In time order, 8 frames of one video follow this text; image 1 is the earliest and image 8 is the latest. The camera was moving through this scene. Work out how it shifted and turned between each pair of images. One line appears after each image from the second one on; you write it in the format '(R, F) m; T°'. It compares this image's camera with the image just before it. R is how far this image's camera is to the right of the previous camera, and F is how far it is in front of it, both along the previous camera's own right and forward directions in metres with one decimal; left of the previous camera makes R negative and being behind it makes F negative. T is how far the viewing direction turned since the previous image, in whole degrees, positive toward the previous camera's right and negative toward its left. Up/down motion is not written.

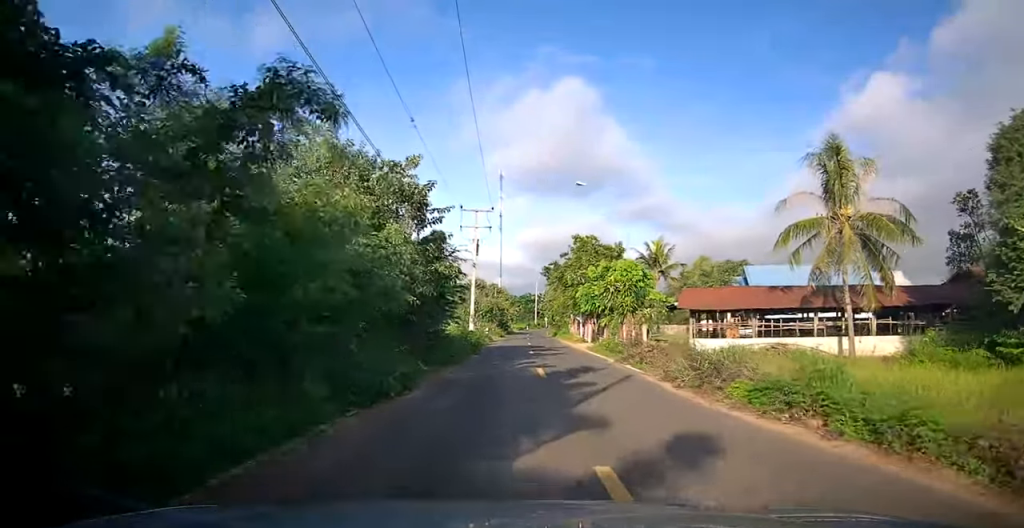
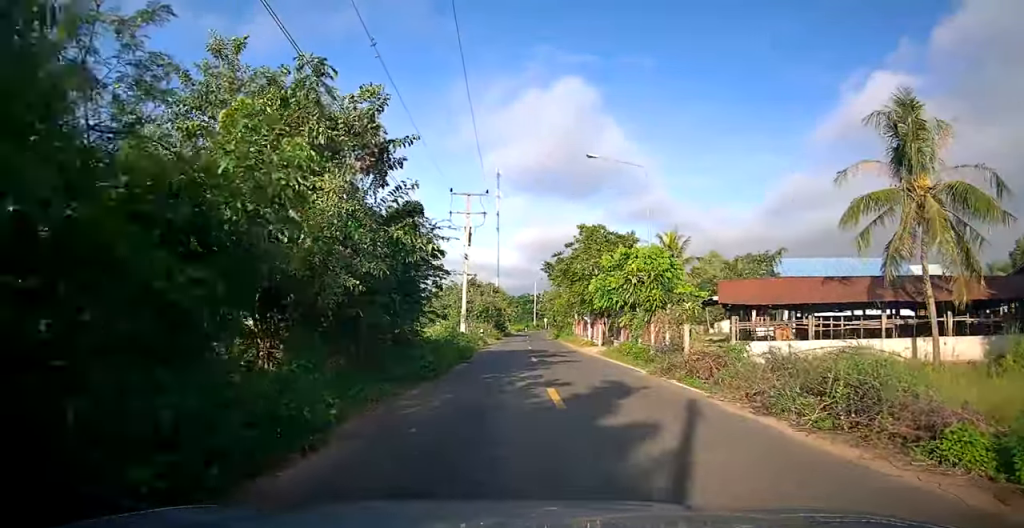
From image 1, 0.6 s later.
(0.0, +5.7) m; 0°
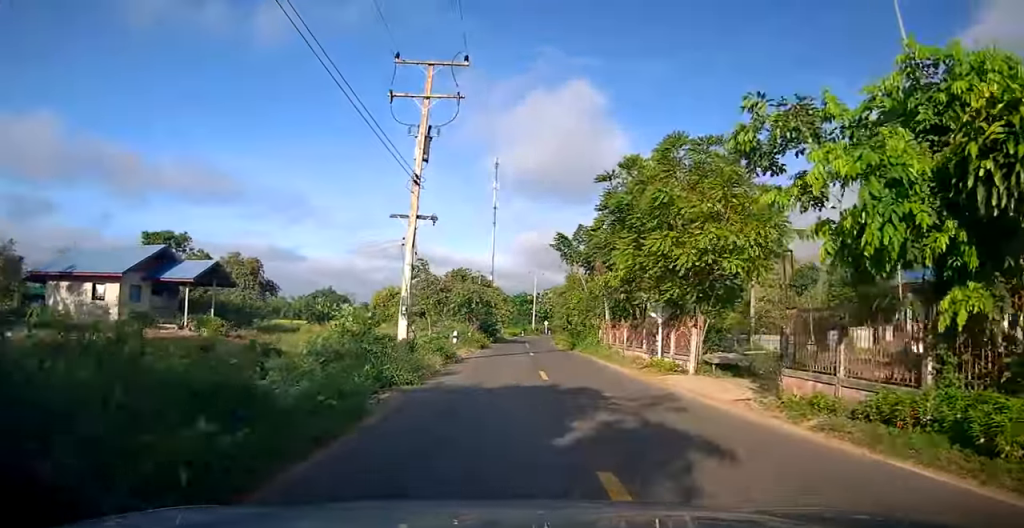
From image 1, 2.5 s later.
(0.0, +19.1) m; +1°
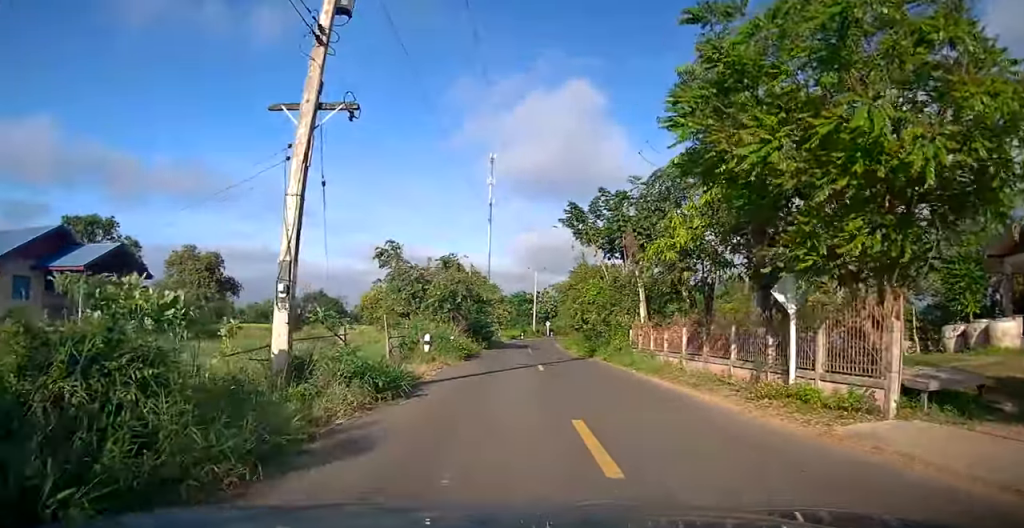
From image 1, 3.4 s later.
(+0.2, +9.2) m; 0°
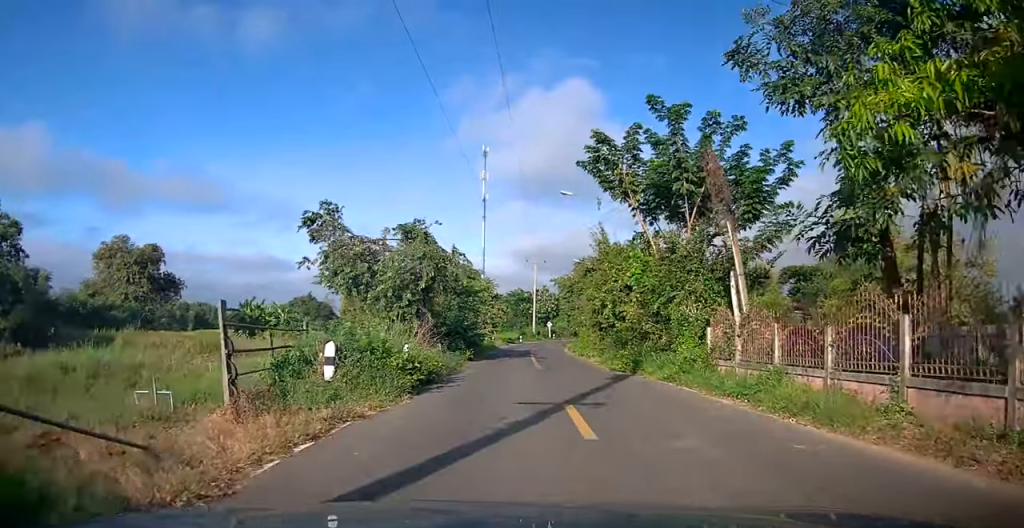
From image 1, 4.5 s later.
(-0.2, +10.4) m; 0°
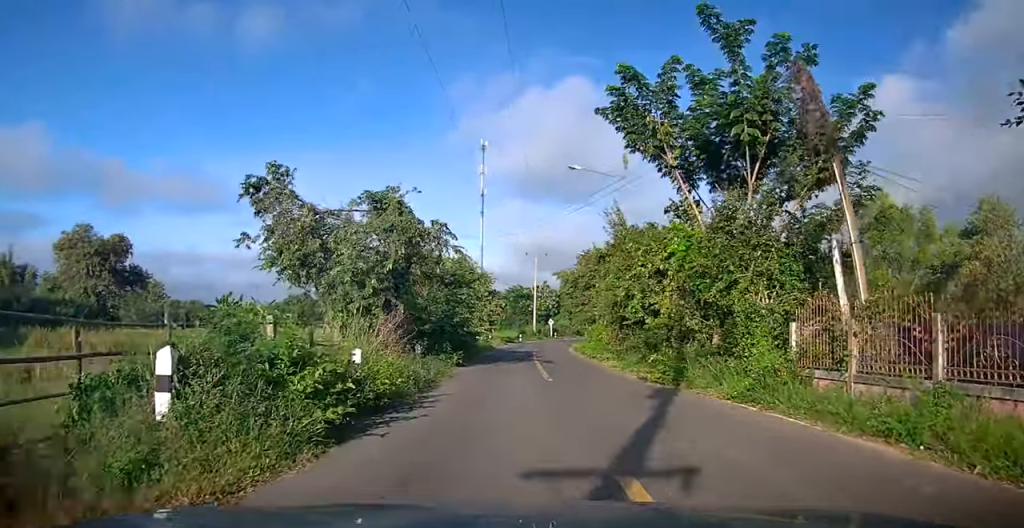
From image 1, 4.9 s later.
(+0.1, +4.8) m; 0°
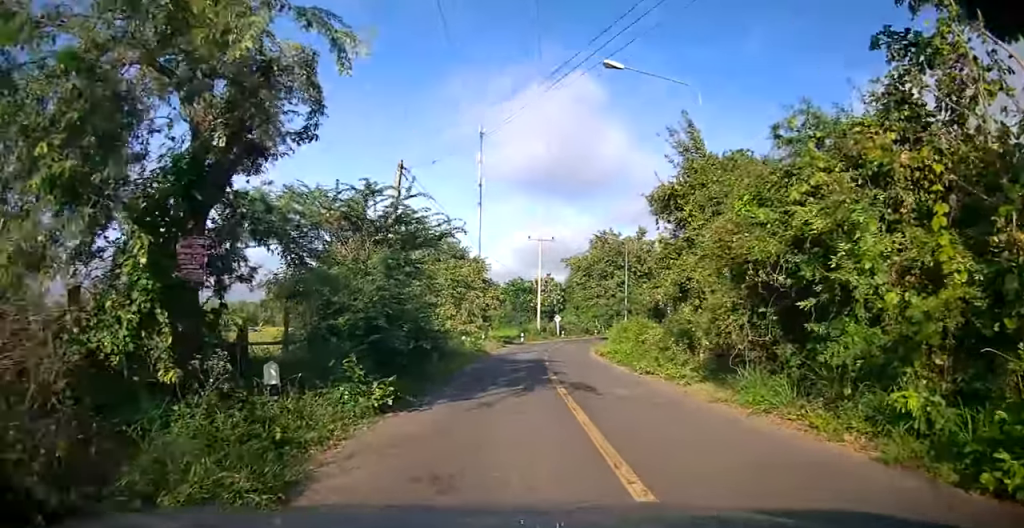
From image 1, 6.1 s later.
(+0.1, +11.0) m; 0°
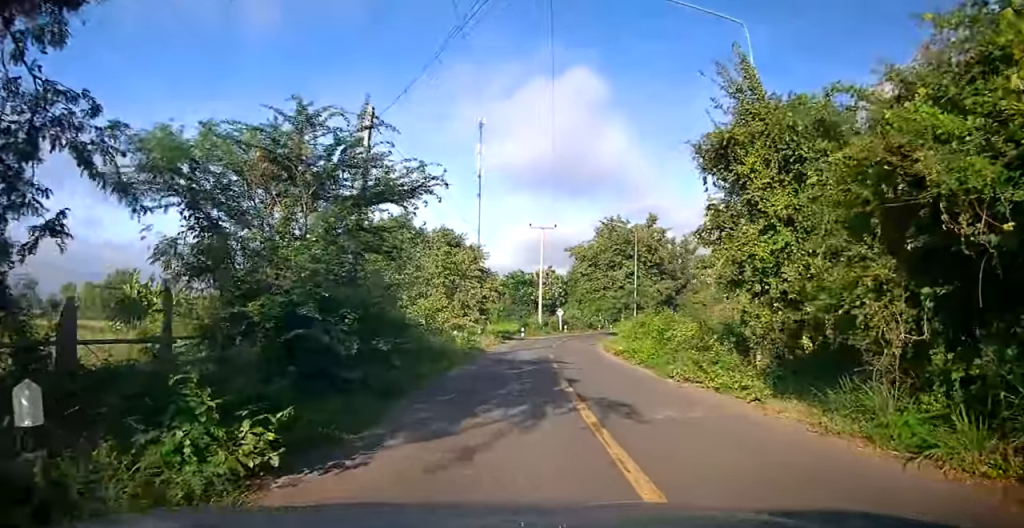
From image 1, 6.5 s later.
(0.0, +3.9) m; 0°
